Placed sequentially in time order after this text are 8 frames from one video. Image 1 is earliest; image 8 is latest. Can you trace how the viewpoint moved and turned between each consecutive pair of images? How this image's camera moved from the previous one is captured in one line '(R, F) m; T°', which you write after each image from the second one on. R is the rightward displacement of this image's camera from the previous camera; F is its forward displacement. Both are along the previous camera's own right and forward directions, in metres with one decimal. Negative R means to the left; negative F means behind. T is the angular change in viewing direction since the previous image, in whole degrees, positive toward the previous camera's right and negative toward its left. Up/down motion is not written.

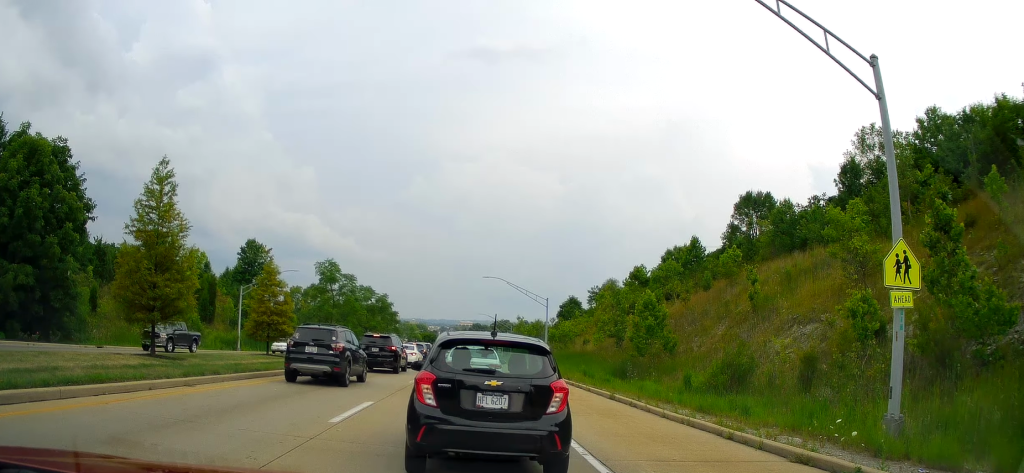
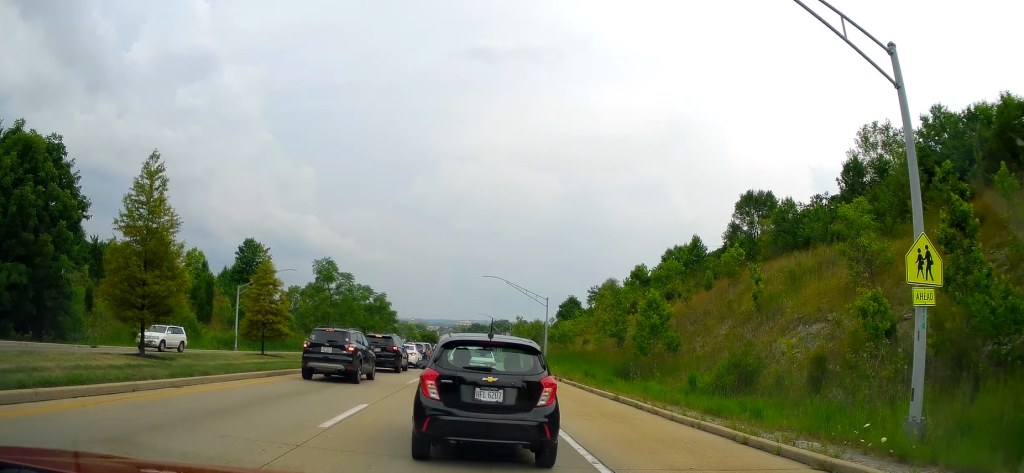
(-0.5, +0.7) m; 0°
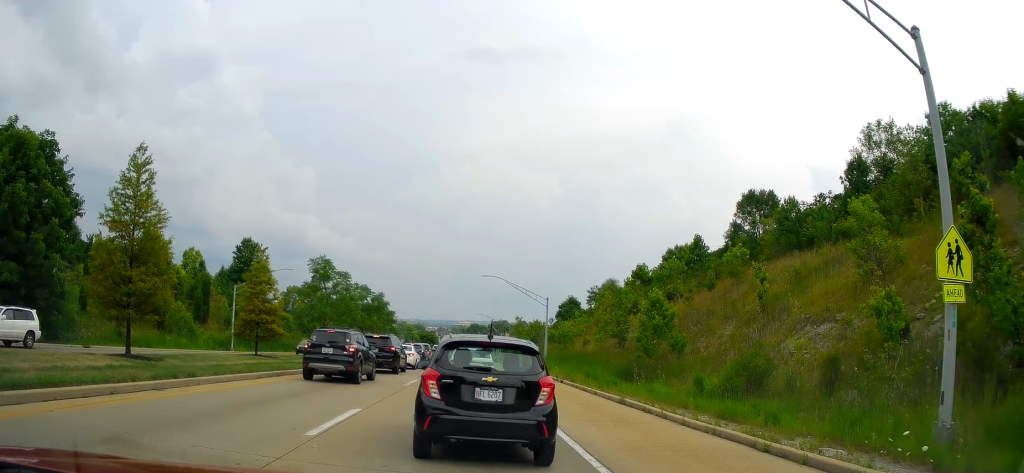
(-0.3, +0.4) m; 0°
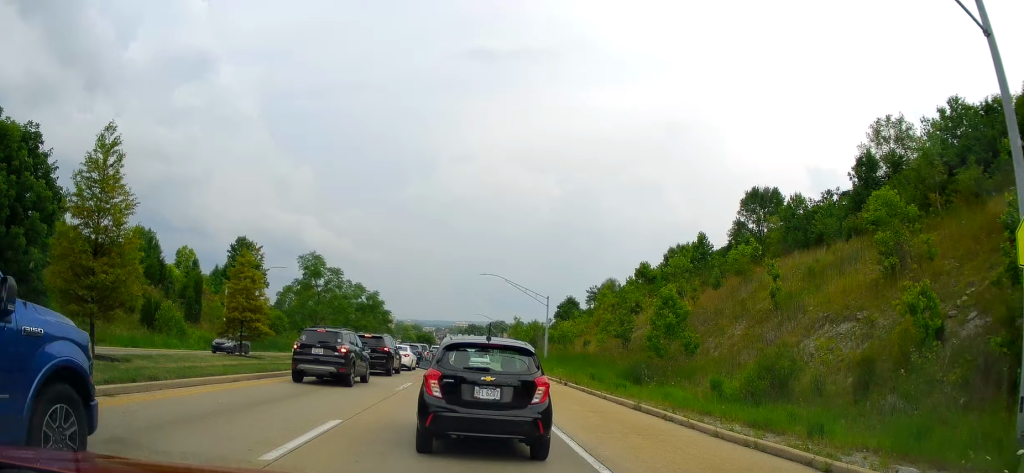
(-0.4, +0.6) m; 0°
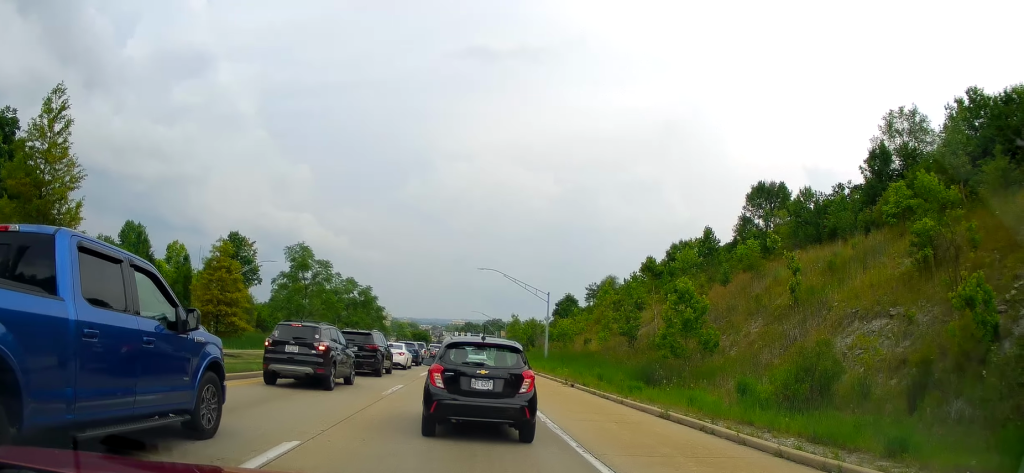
(-0.4, +0.7) m; 0°
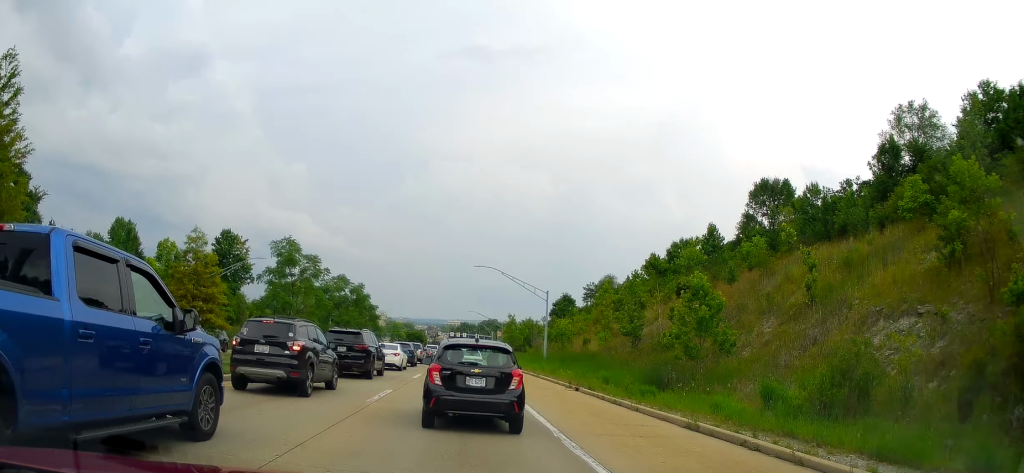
(-0.2, +0.7) m; -1°
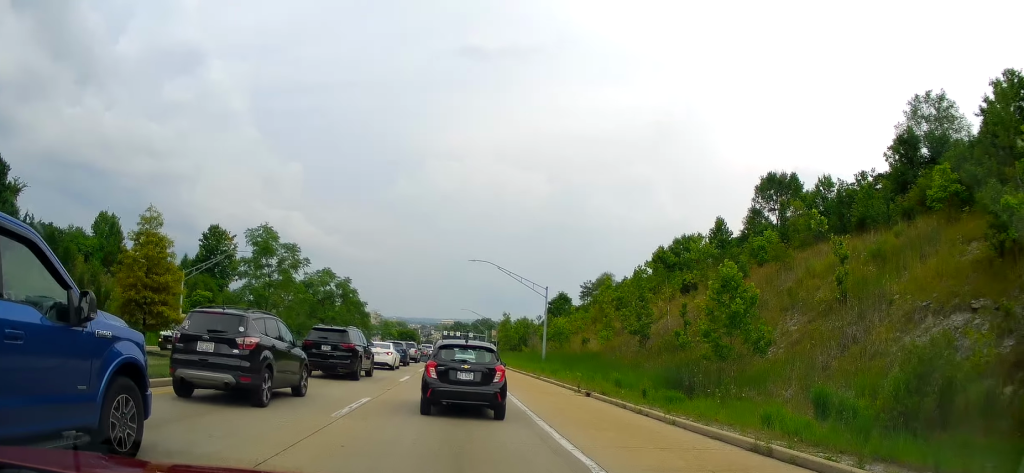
(-0.3, +2.6) m; -2°
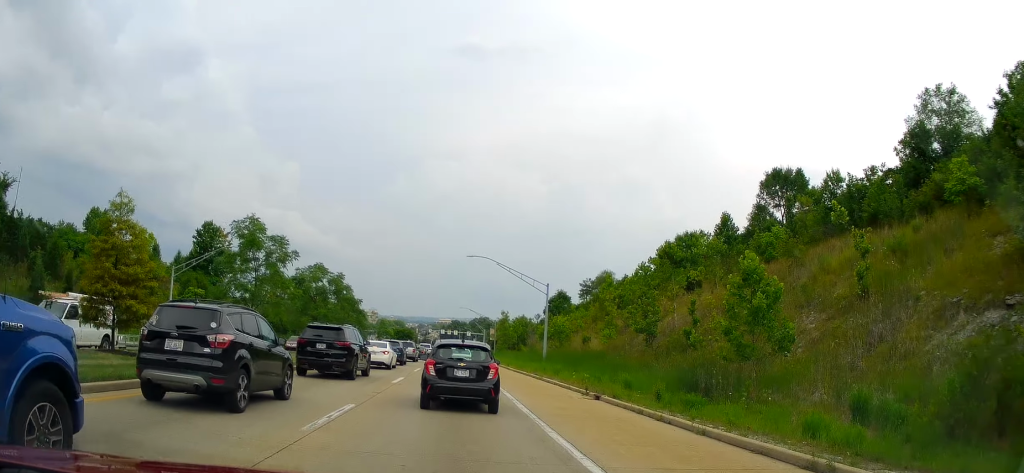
(0.0, +1.6) m; +4°
